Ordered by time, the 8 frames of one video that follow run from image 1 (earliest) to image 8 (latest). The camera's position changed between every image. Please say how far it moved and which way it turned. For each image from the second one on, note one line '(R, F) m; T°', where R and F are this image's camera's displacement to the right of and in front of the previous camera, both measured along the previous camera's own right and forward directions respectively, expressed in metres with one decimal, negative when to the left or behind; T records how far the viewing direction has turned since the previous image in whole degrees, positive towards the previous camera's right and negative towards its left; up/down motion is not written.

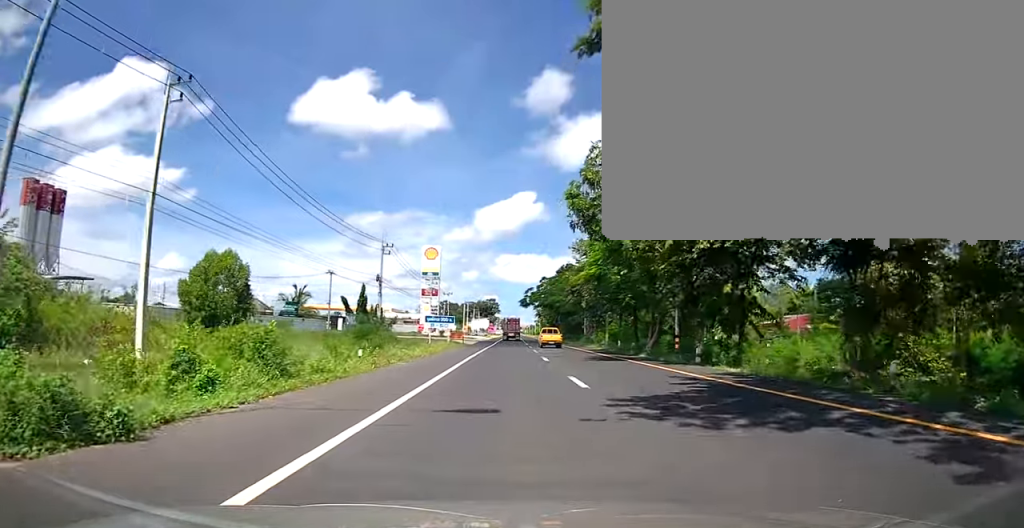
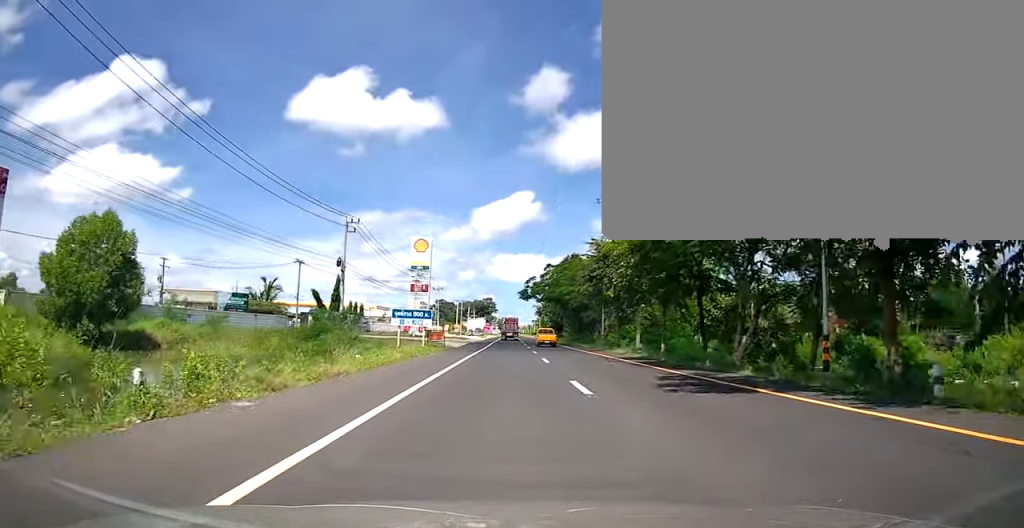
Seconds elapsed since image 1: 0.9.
(0.0, +13.6) m; 0°
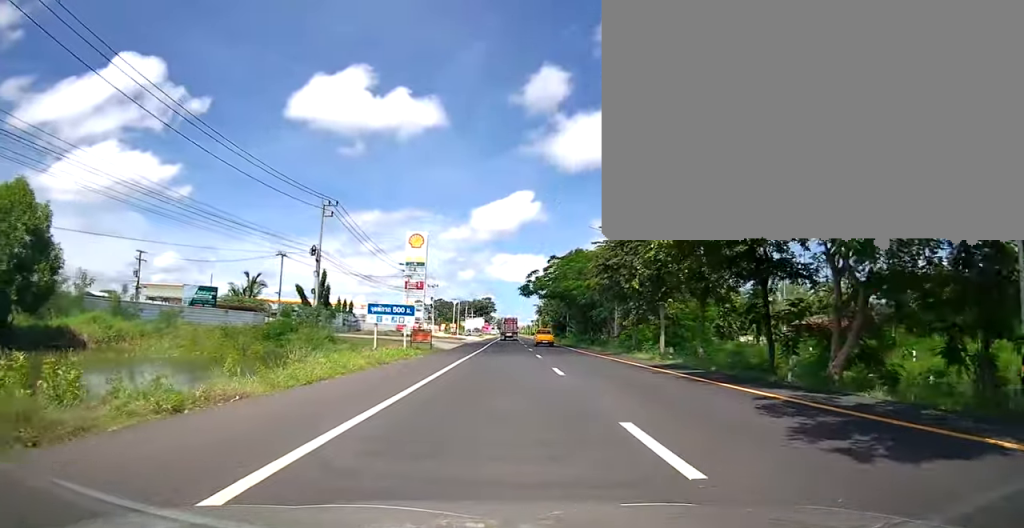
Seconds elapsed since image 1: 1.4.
(0.0, +6.4) m; 0°
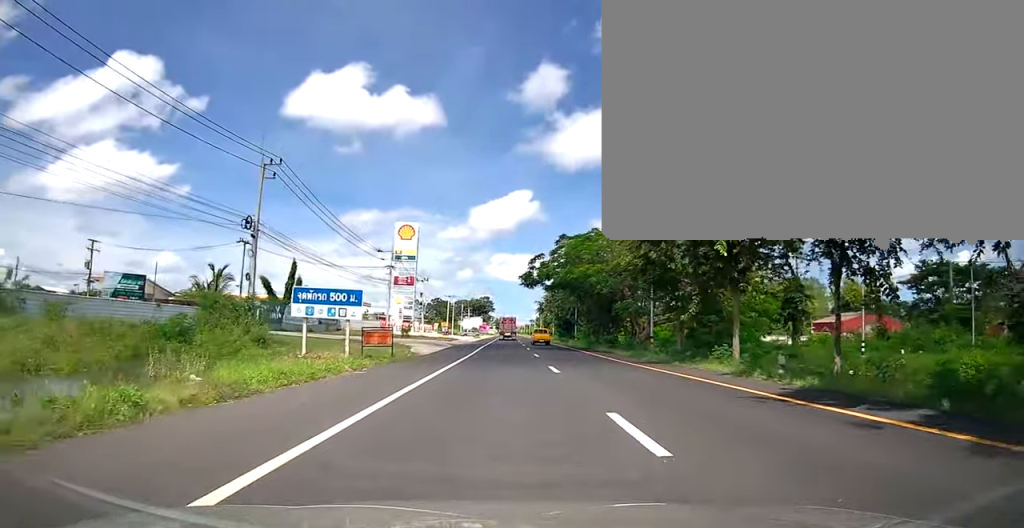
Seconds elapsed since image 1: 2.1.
(0.0, +10.9) m; 0°
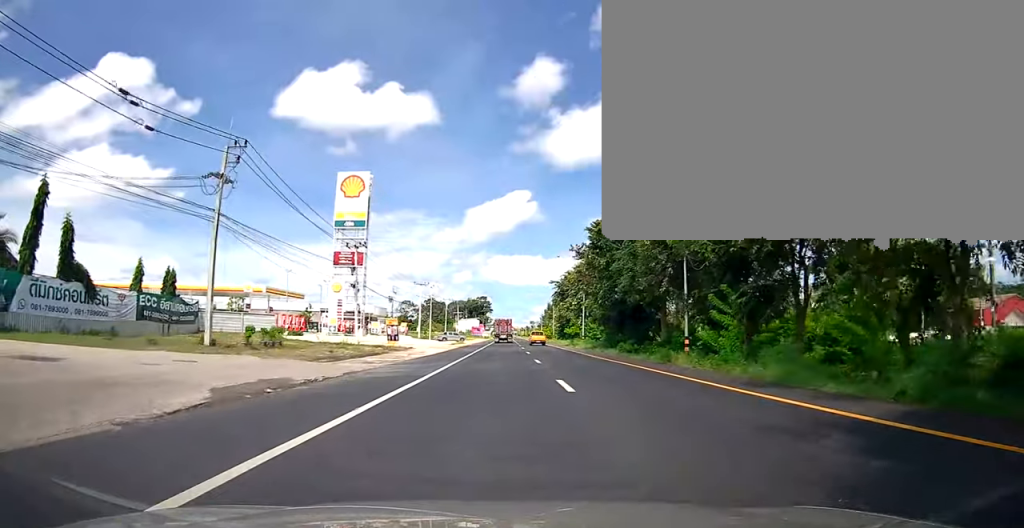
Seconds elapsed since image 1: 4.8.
(+0.2, +41.1) m; 0°
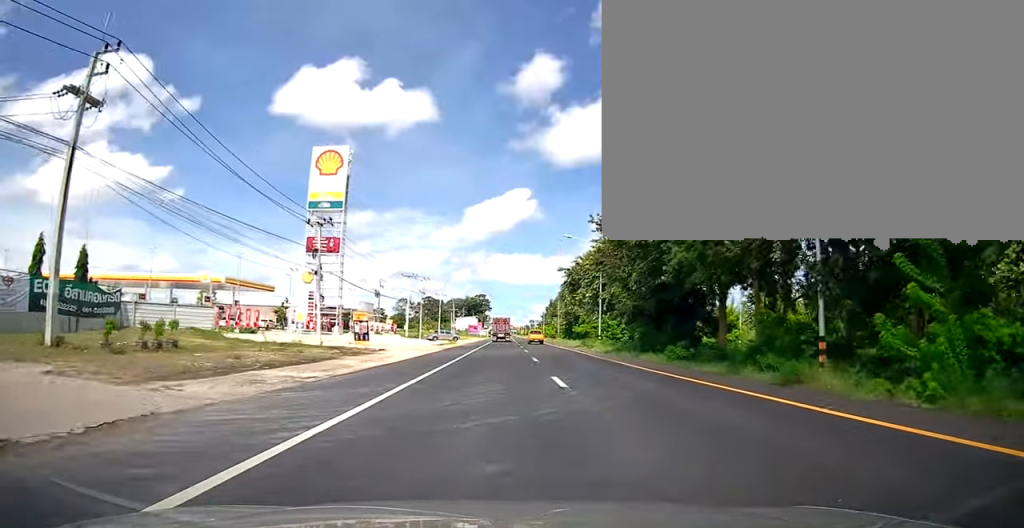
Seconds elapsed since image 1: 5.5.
(+0.1, +11.0) m; 0°
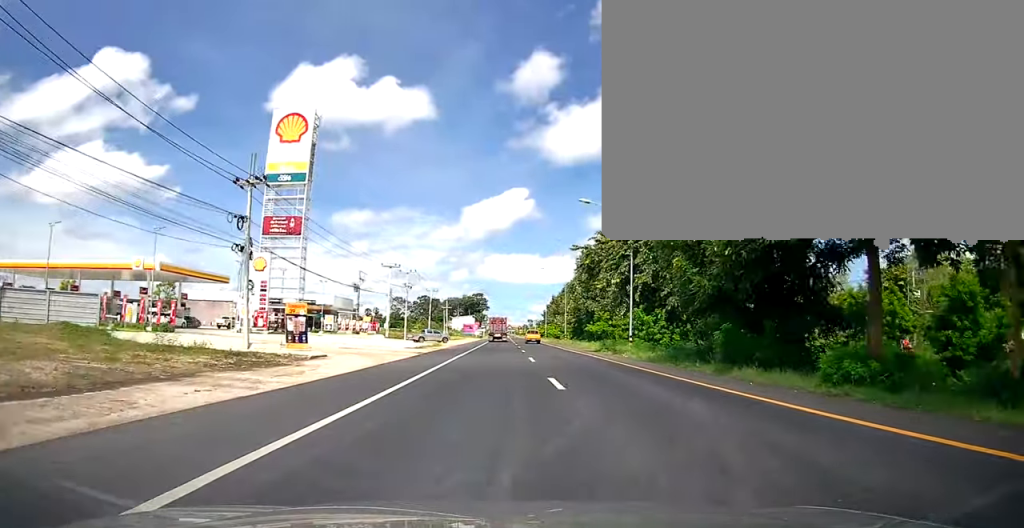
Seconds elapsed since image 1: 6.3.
(0.0, +12.7) m; 0°
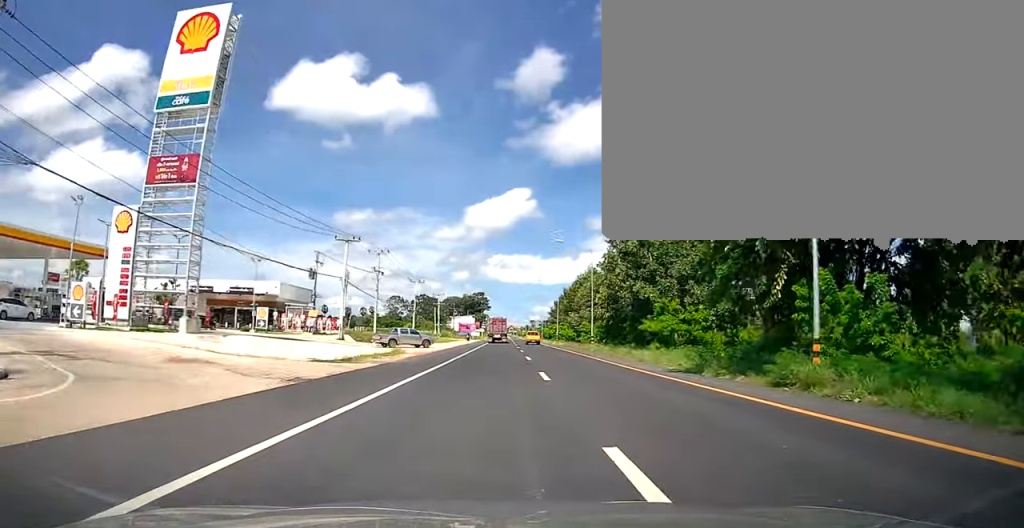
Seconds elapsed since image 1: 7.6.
(0.0, +21.2) m; -1°
